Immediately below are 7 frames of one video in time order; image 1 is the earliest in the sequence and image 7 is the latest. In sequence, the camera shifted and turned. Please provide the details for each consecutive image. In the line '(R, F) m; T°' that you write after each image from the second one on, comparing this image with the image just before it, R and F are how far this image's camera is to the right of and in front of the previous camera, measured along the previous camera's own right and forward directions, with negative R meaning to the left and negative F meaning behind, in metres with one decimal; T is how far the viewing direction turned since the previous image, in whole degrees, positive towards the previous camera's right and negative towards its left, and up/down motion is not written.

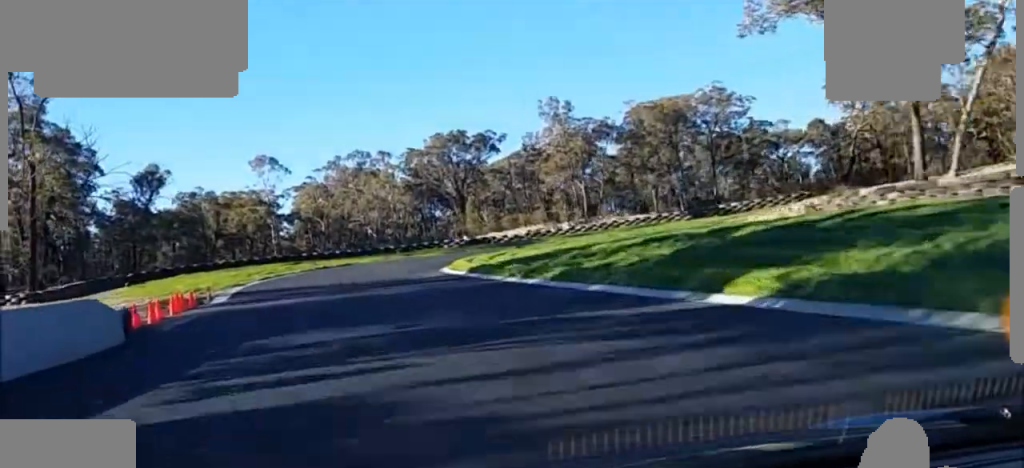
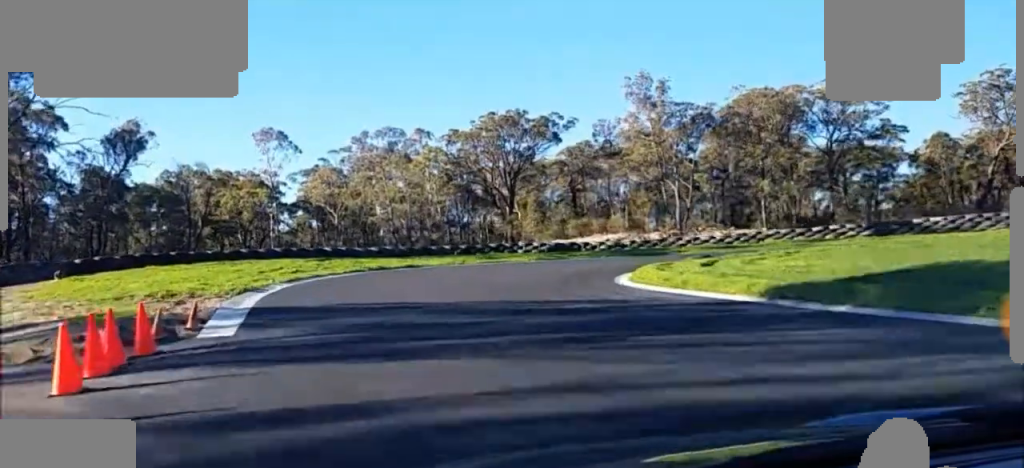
(-1.0, +21.6) m; +2°
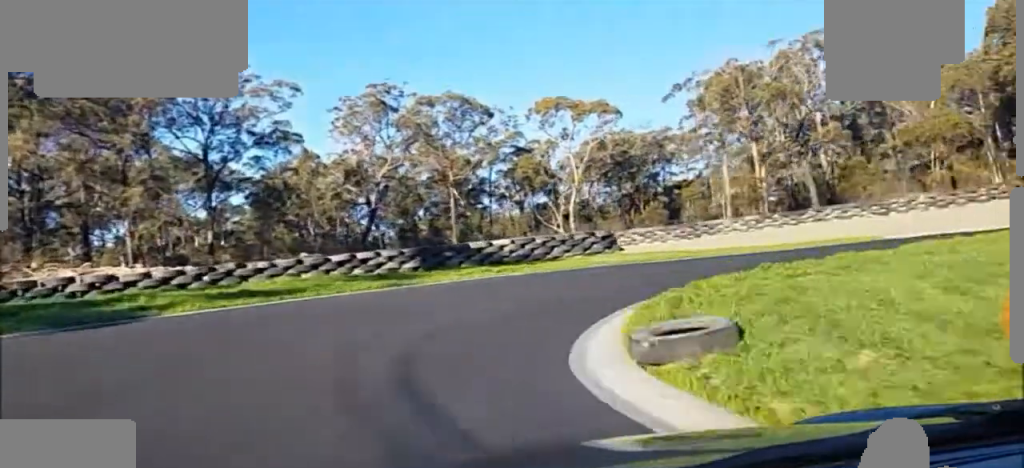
(+7.7, +29.2) m; +47°
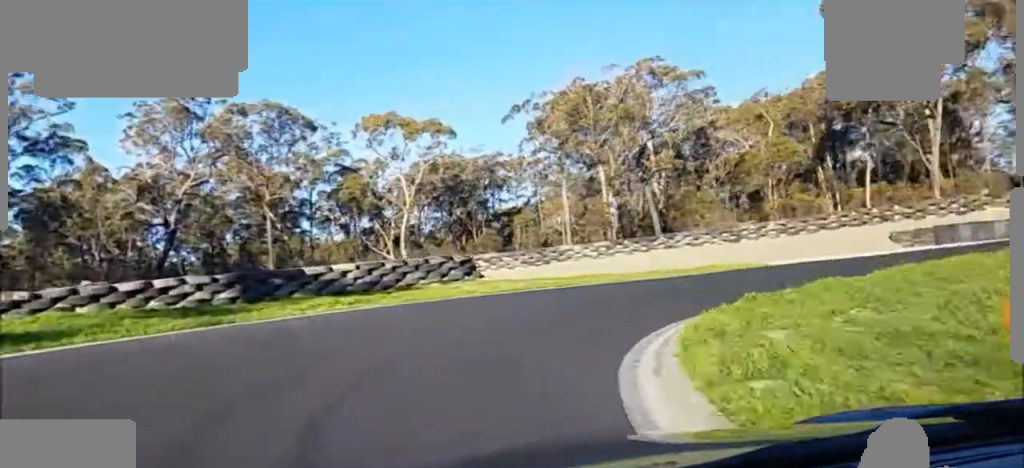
(+1.7, +6.3) m; +17°
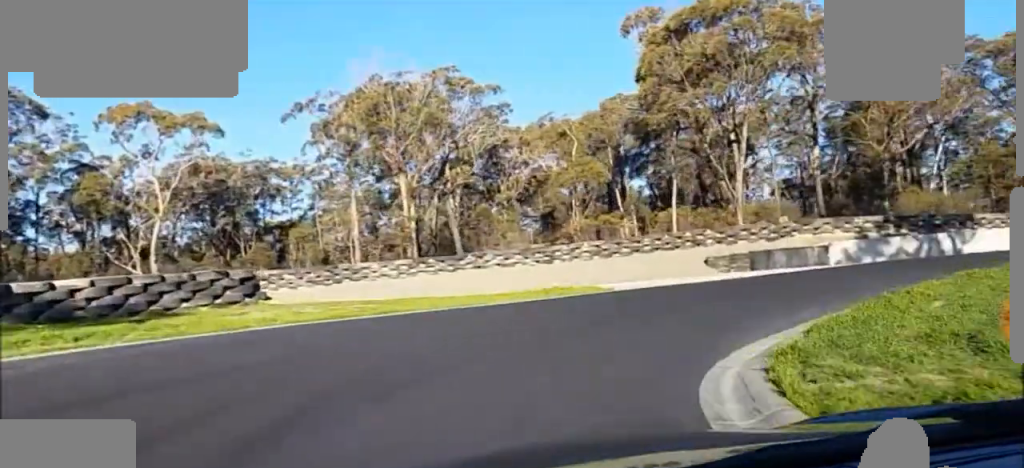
(-0.1, +6.5) m; +17°
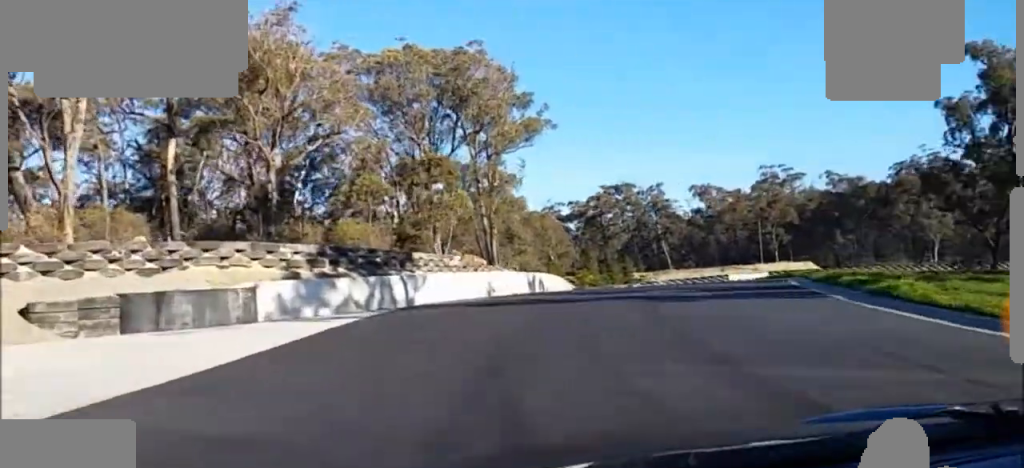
(+8.9, +17.3) m; +46°
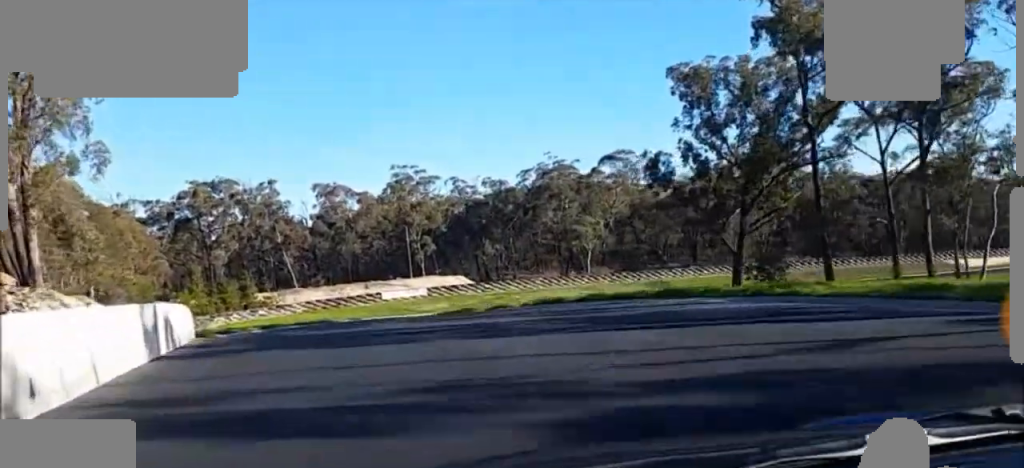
(+9.7, +26.6) m; +27°
